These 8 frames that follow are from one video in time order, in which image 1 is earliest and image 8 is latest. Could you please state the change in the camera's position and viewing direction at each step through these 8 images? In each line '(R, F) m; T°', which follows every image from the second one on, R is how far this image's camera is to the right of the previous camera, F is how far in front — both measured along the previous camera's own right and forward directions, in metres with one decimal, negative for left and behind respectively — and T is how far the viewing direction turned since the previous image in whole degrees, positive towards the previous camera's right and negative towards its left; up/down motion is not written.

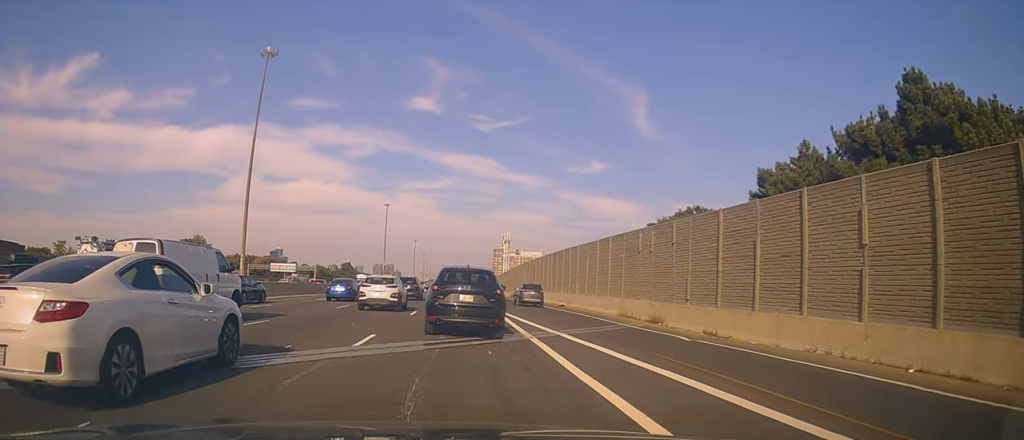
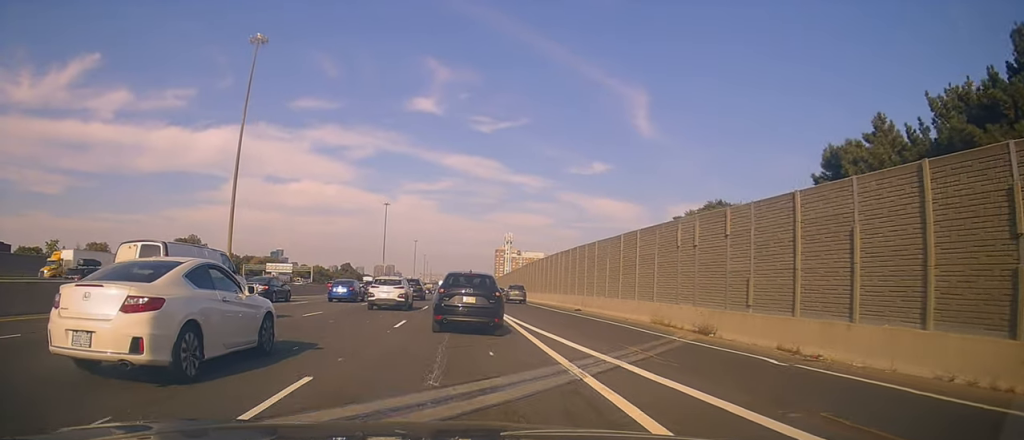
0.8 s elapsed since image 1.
(+0.4, +5.9) m; +4°
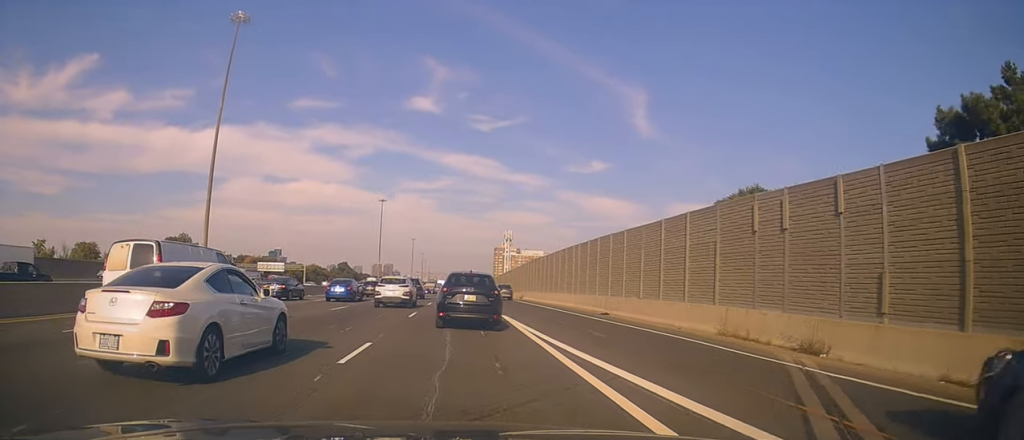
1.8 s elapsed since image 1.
(0.0, +6.9) m; 0°
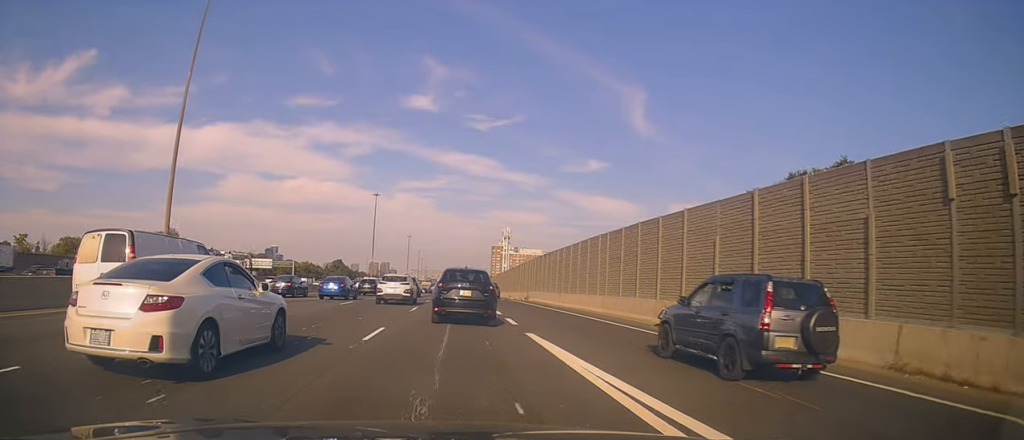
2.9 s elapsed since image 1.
(-0.1, +8.5) m; -1°
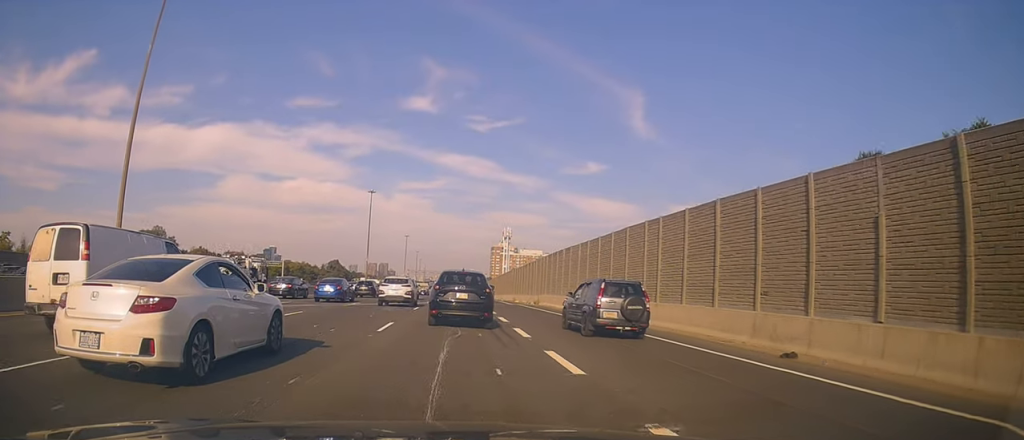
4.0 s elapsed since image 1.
(-0.1, +9.2) m; 0°
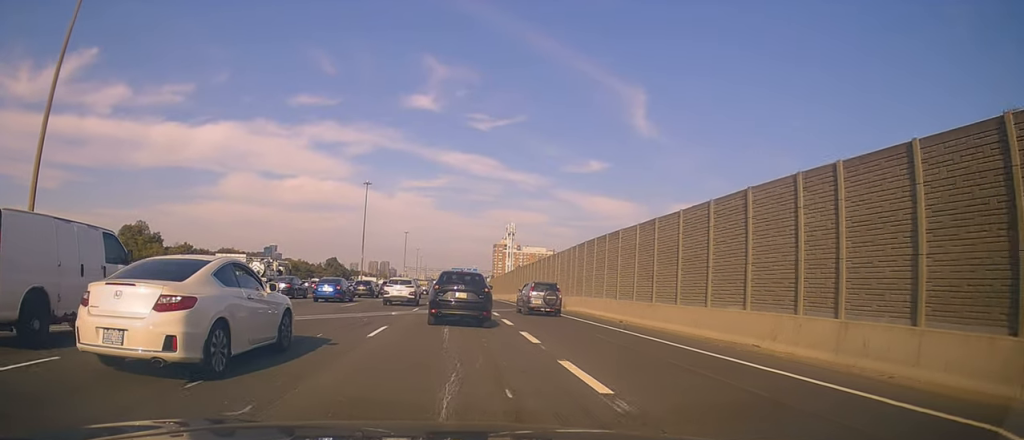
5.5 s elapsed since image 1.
(-0.2, +13.6) m; 0°
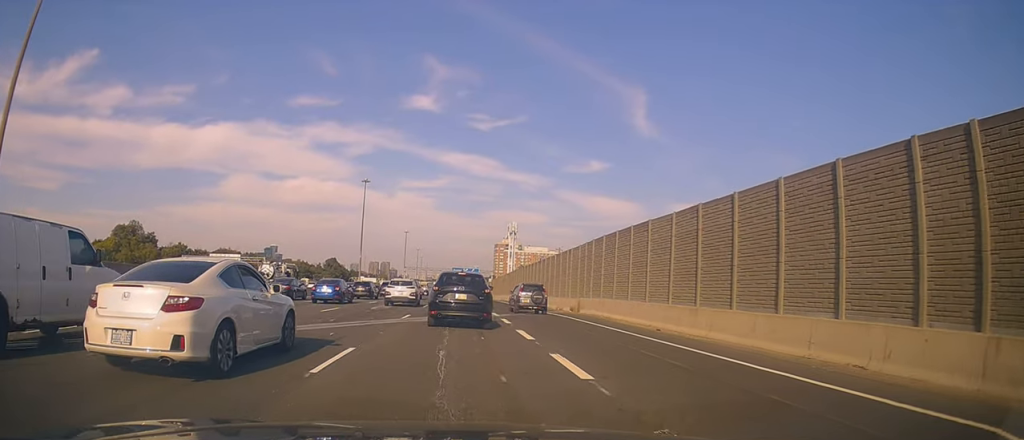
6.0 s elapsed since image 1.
(+0.1, +4.8) m; +1°
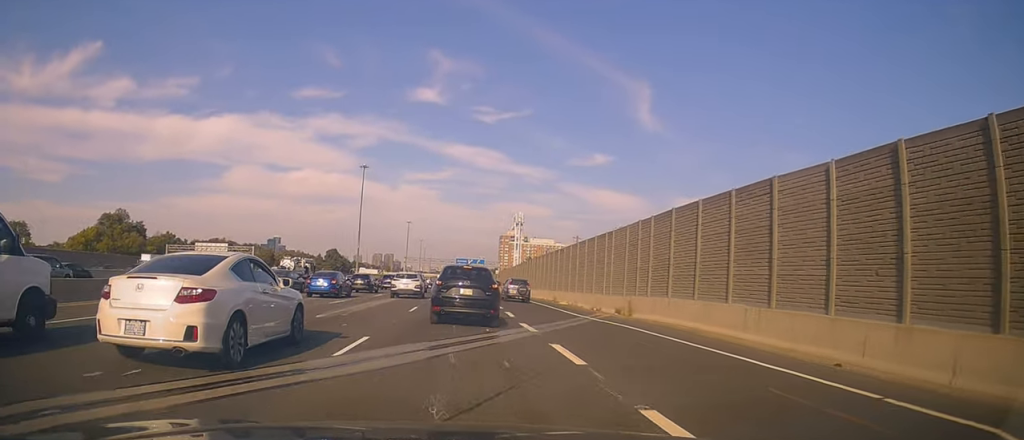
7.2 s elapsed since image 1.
(+0.3, +10.9) m; 0°
